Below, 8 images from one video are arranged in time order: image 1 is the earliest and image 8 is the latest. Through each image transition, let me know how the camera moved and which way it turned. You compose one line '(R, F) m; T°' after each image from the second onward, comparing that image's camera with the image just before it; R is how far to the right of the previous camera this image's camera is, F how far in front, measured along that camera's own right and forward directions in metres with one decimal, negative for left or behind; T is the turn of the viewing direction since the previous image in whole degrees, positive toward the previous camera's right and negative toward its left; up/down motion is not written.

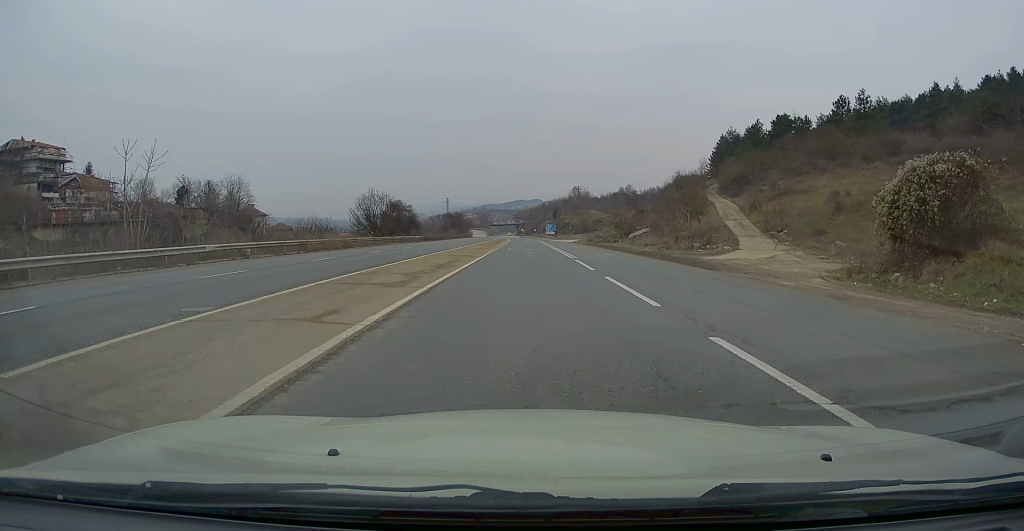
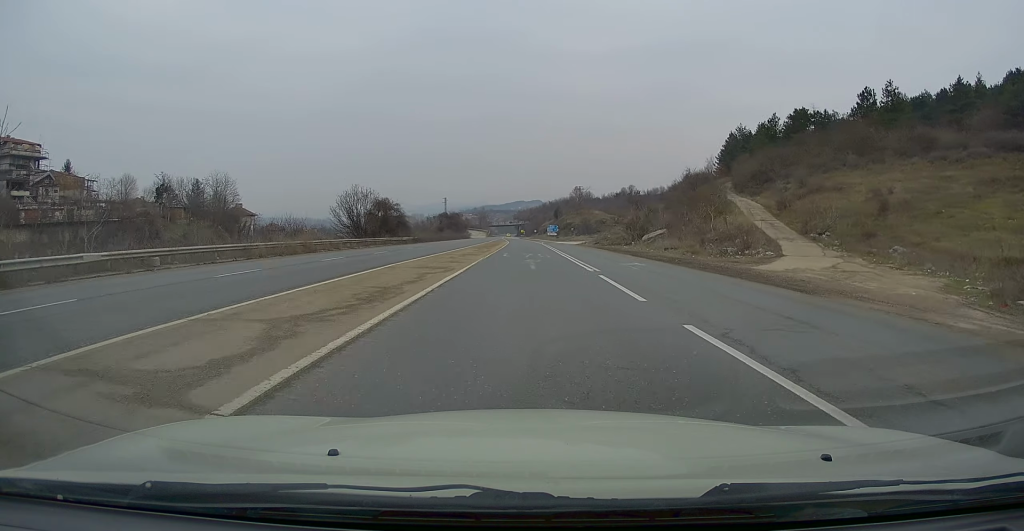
(+0.1, +7.9) m; 0°
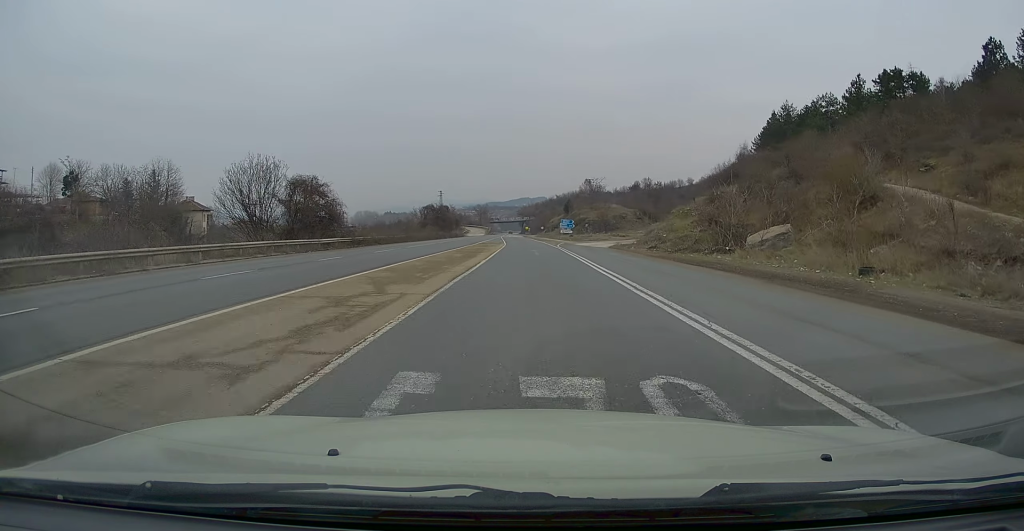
(+0.3, +28.2) m; 0°
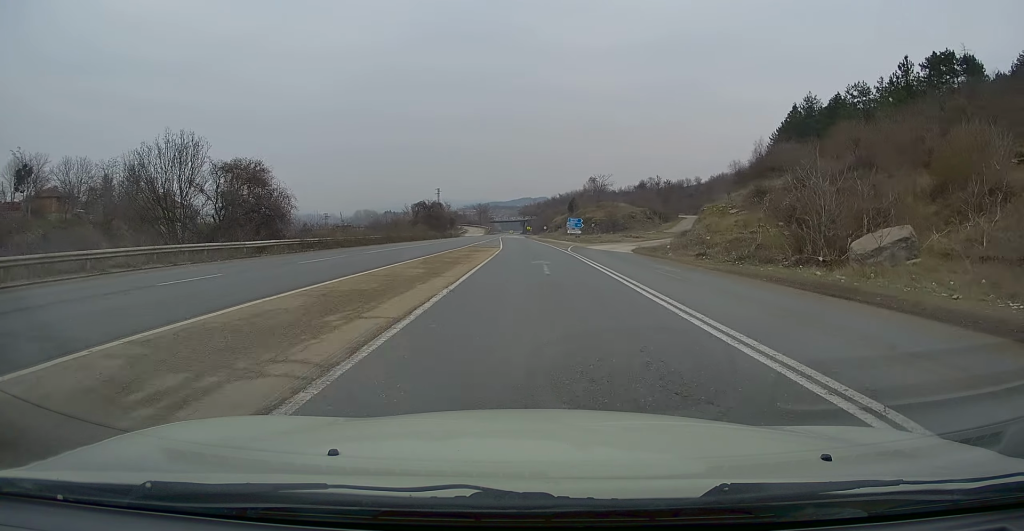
(-0.1, +11.1) m; 0°
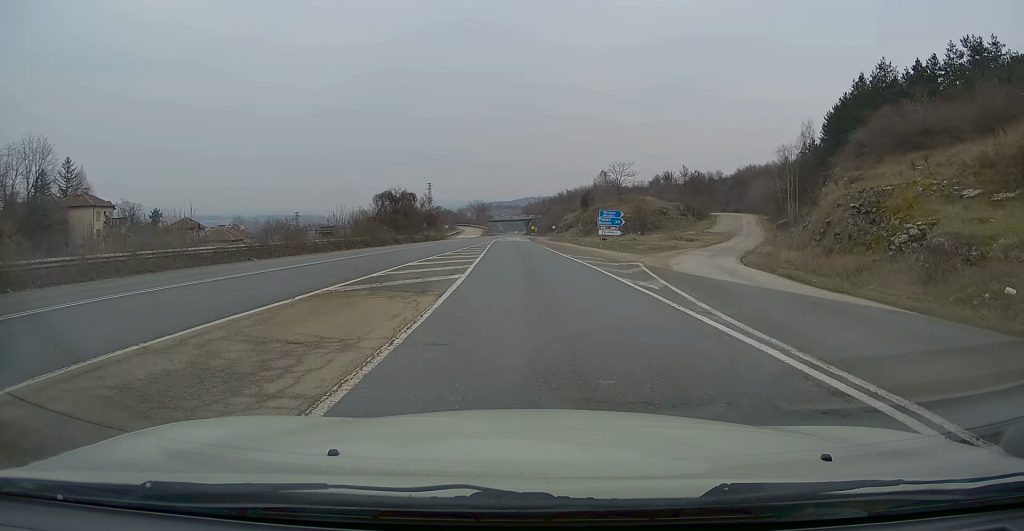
(+0.1, +28.8) m; 0°
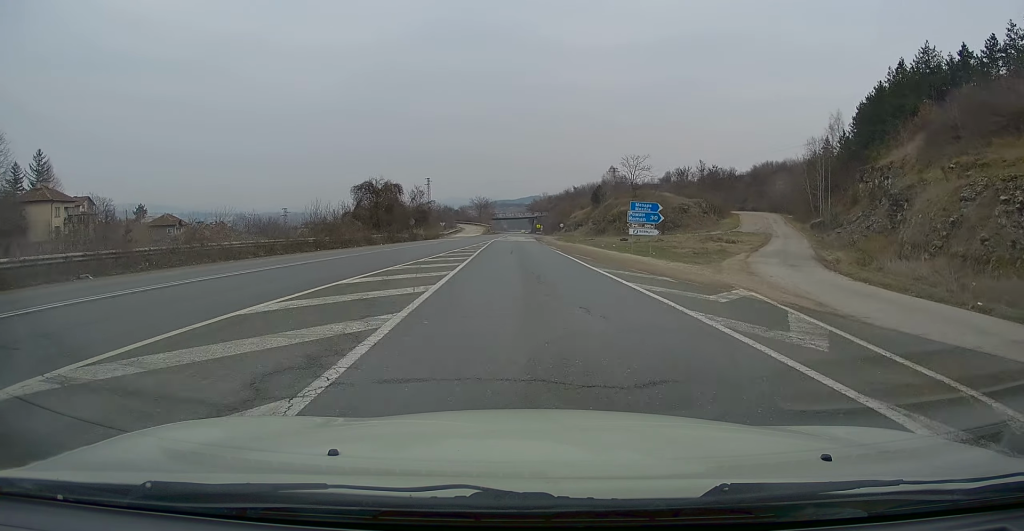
(-0.1, +11.8) m; 0°
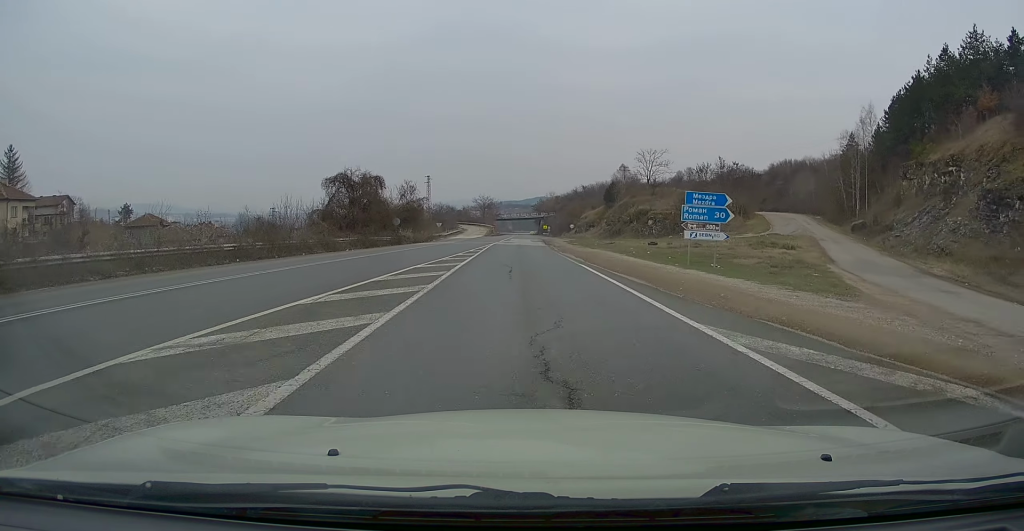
(-0.1, +11.1) m; -1°
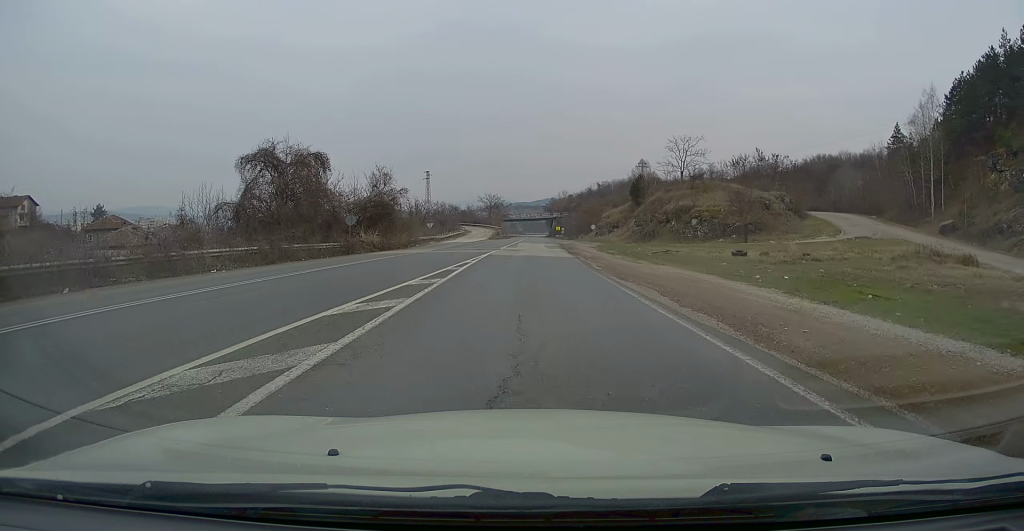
(0.0, +18.2) m; 0°
